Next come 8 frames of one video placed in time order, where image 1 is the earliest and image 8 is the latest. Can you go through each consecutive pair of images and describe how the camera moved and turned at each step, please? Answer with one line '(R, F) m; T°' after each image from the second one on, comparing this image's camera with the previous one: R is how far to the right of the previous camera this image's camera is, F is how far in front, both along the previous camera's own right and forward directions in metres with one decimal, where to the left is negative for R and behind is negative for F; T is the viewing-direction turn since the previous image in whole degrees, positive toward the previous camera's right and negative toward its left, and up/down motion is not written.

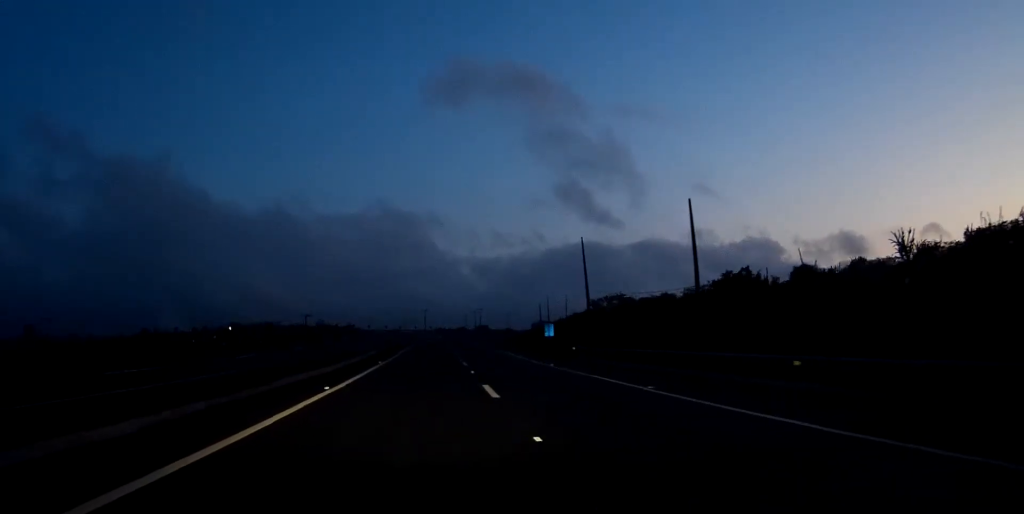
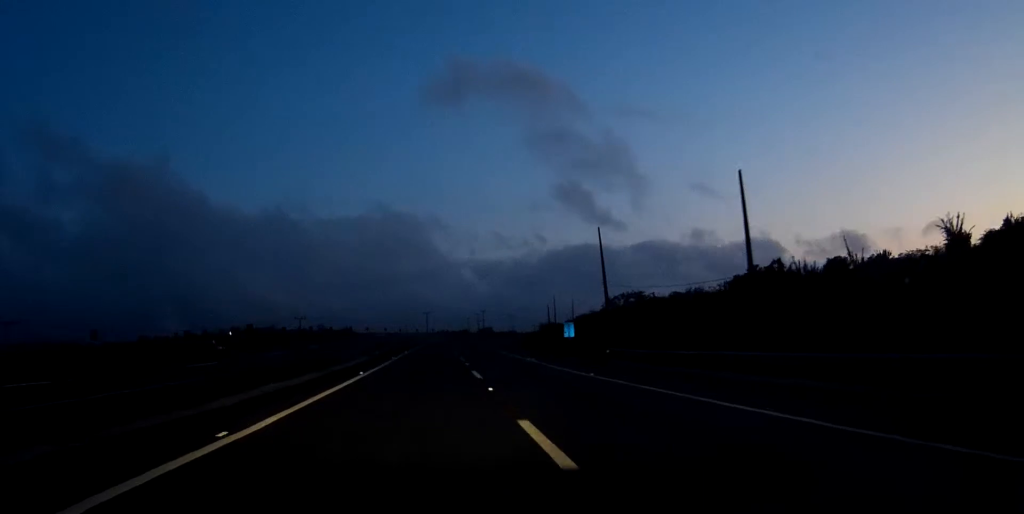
(0.0, +8.5) m; 0°
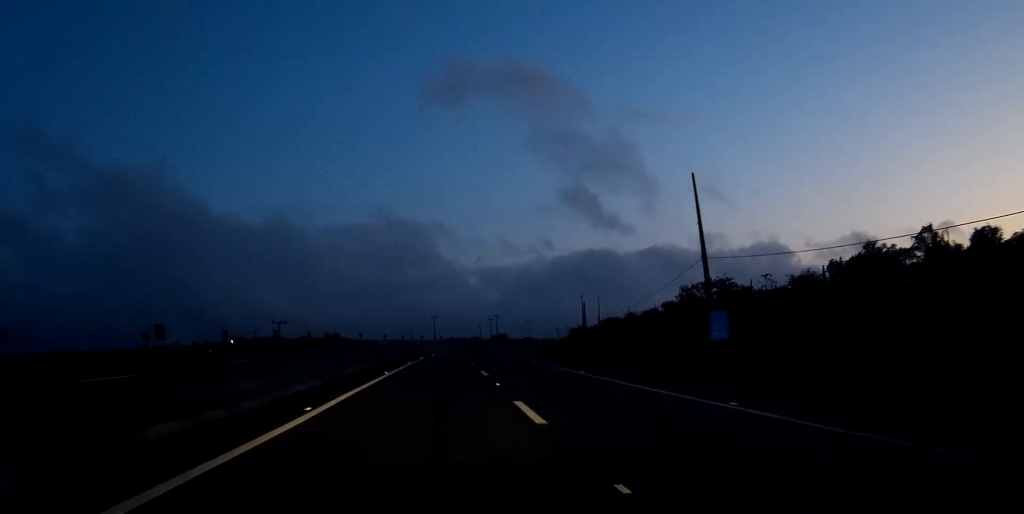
(-0.1, +27.3) m; 0°
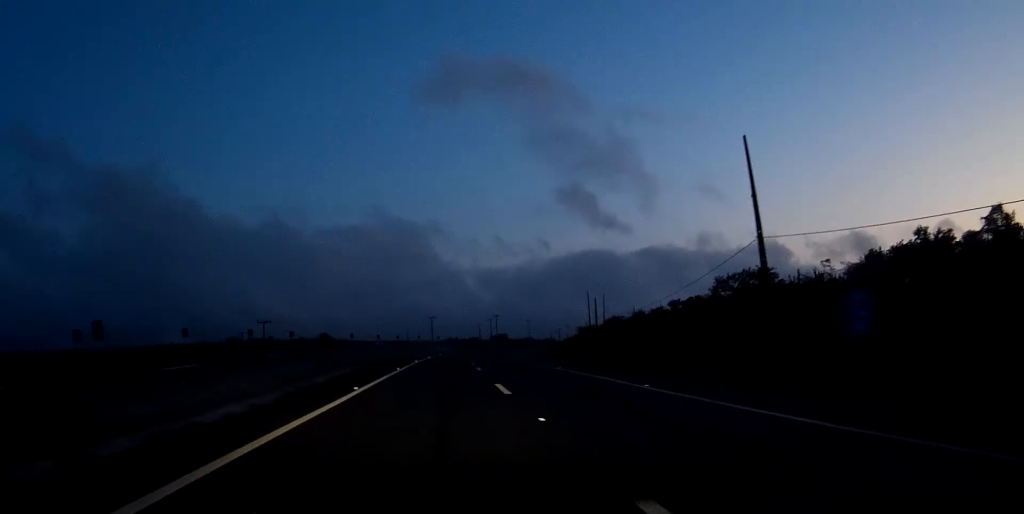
(-0.1, +9.5) m; 0°
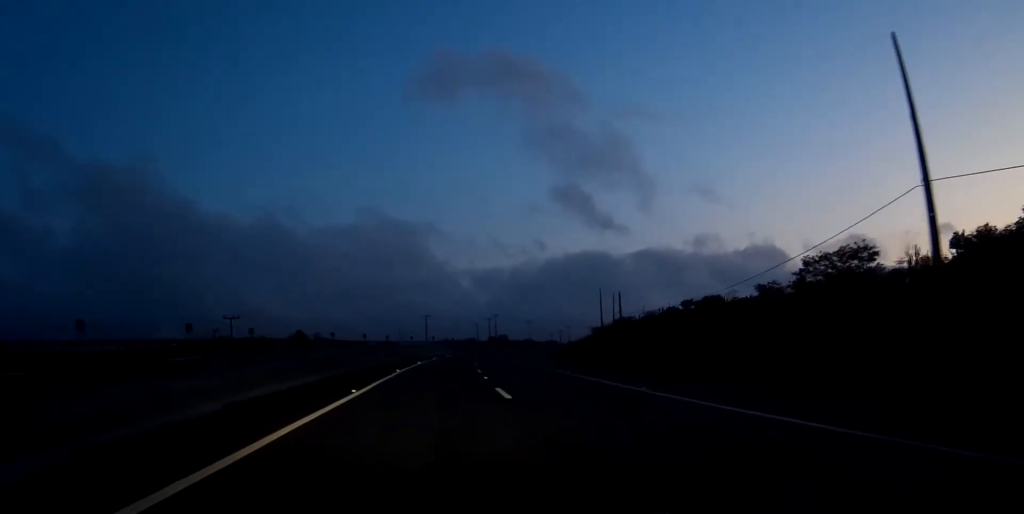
(+0.1, +16.4) m; 0°
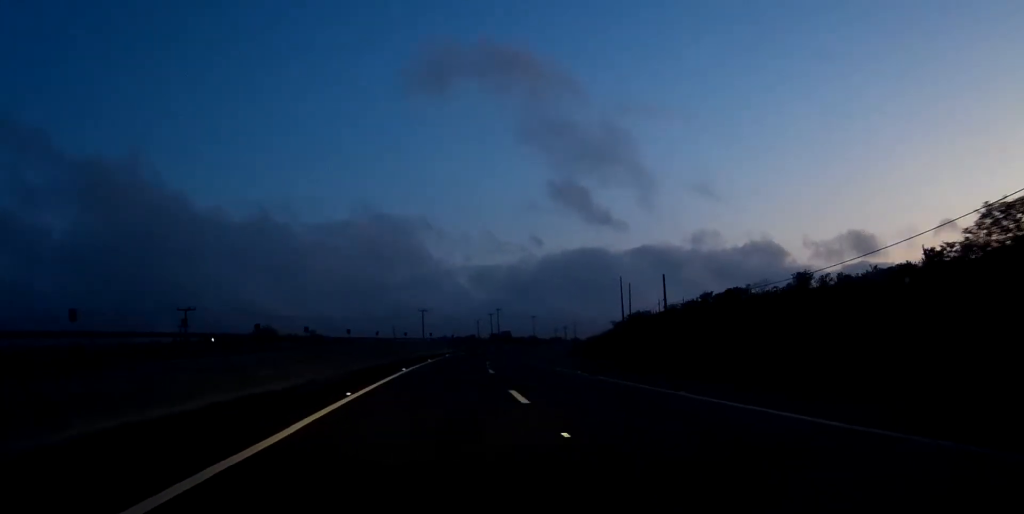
(+0.1, +18.2) m; 0°
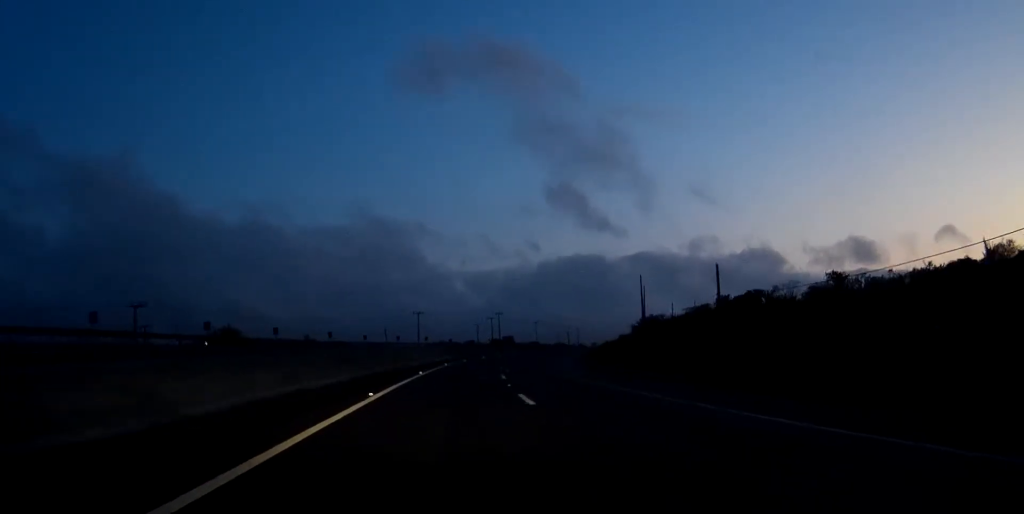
(0.0, +14.3) m; +1°
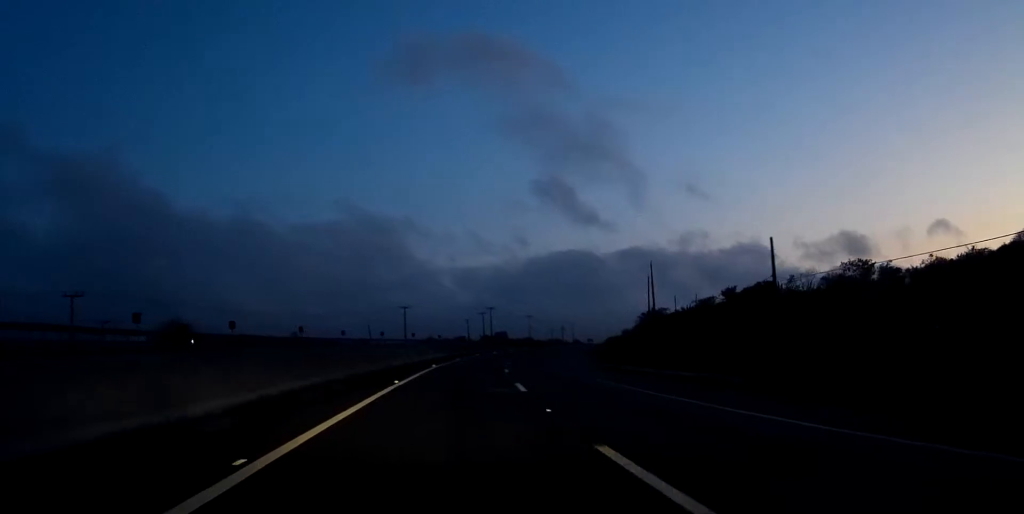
(0.0, +11.4) m; +1°
